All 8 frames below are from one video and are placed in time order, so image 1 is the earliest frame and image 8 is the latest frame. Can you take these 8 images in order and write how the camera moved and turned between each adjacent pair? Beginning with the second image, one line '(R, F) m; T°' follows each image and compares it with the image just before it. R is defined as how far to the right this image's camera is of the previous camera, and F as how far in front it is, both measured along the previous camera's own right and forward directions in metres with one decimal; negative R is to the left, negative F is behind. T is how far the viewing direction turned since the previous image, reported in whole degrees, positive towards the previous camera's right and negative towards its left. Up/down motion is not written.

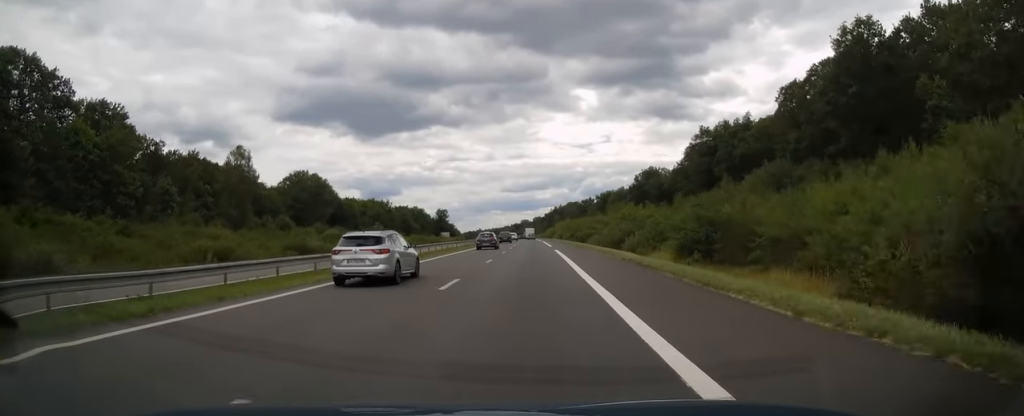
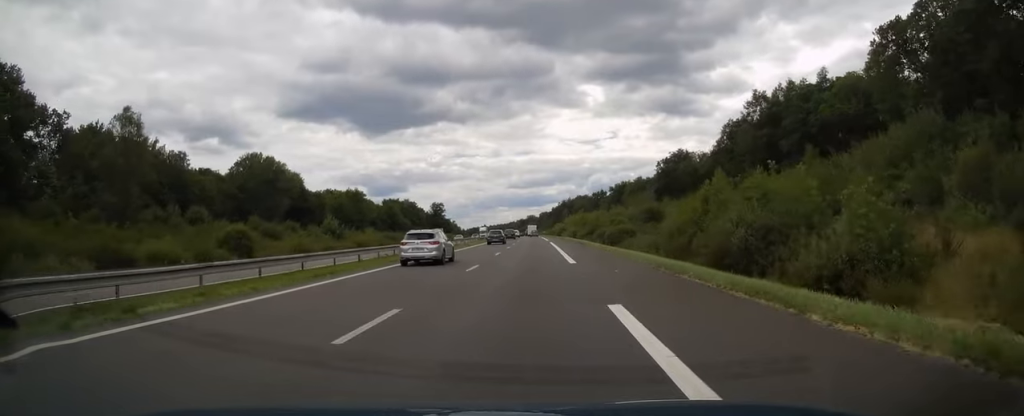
(0.0, +33.4) m; -1°
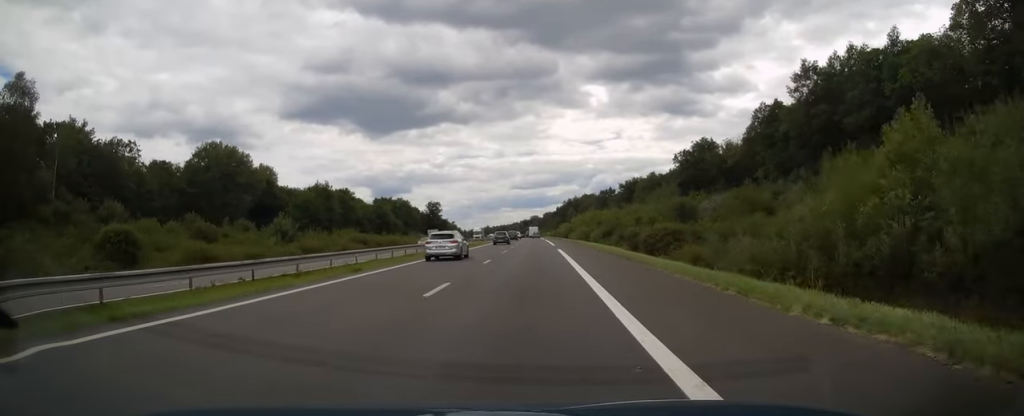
(-0.2, +20.7) m; 0°
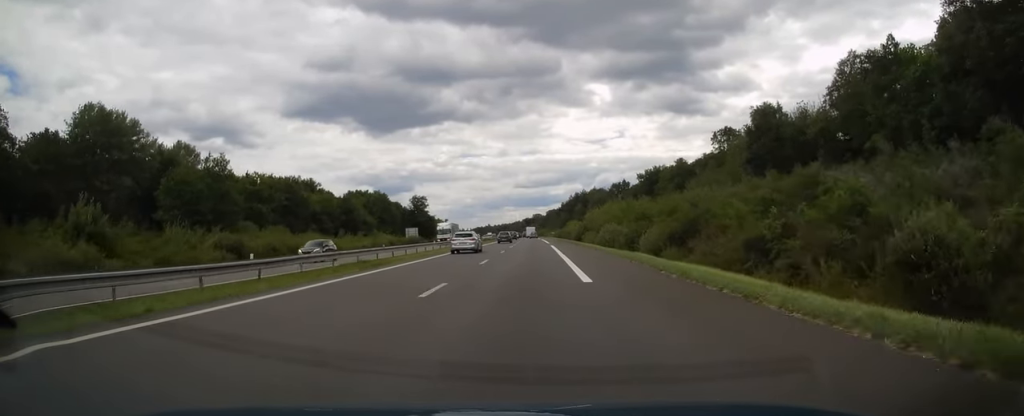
(-0.2, +39.4) m; -1°
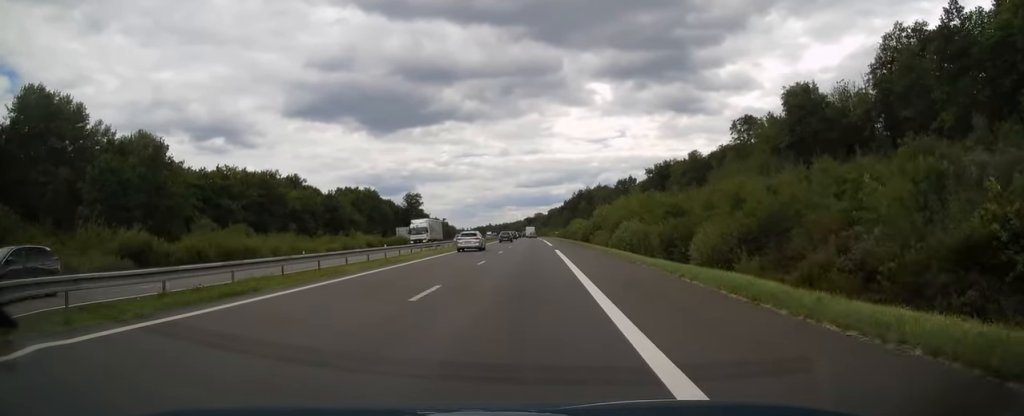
(0.0, +13.8) m; 0°
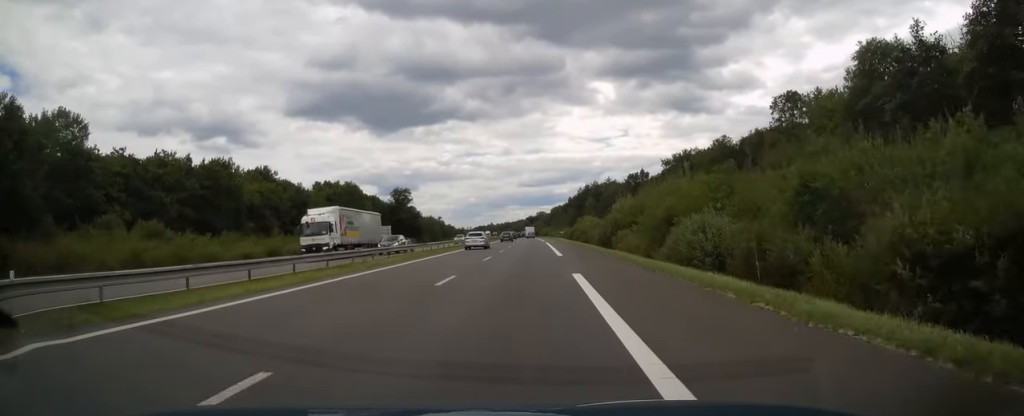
(-0.1, +22.7) m; 0°
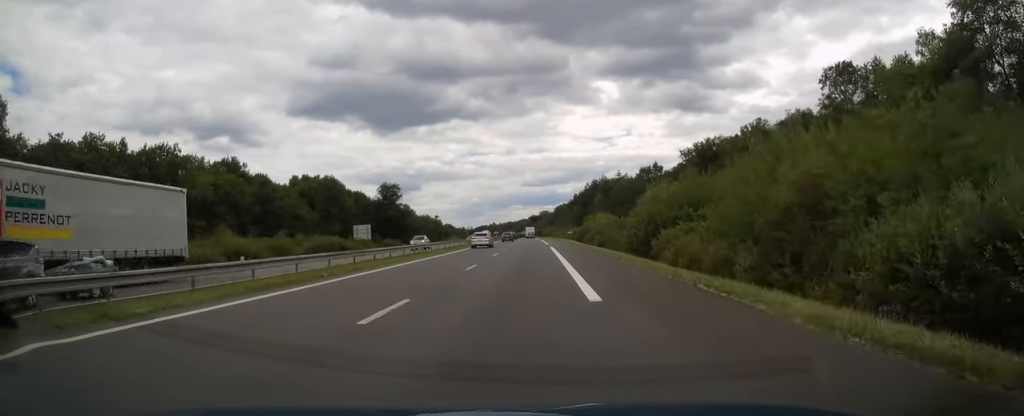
(0.0, +19.7) m; 0°
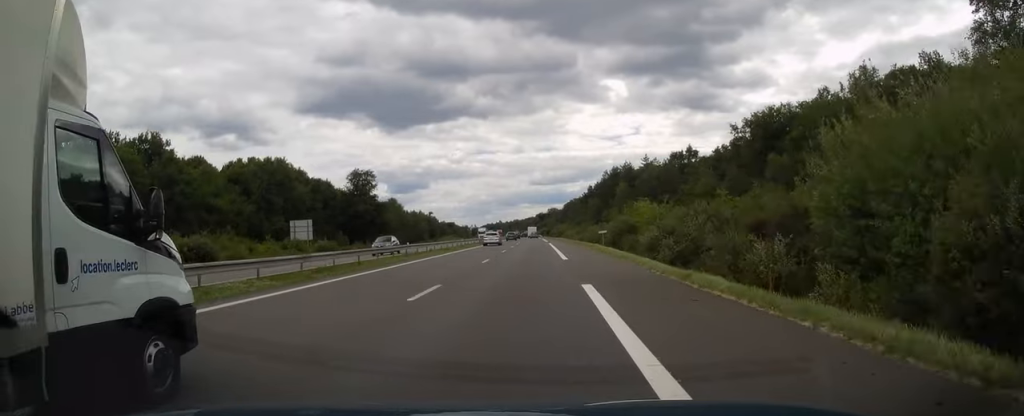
(-0.1, +36.0) m; -1°
